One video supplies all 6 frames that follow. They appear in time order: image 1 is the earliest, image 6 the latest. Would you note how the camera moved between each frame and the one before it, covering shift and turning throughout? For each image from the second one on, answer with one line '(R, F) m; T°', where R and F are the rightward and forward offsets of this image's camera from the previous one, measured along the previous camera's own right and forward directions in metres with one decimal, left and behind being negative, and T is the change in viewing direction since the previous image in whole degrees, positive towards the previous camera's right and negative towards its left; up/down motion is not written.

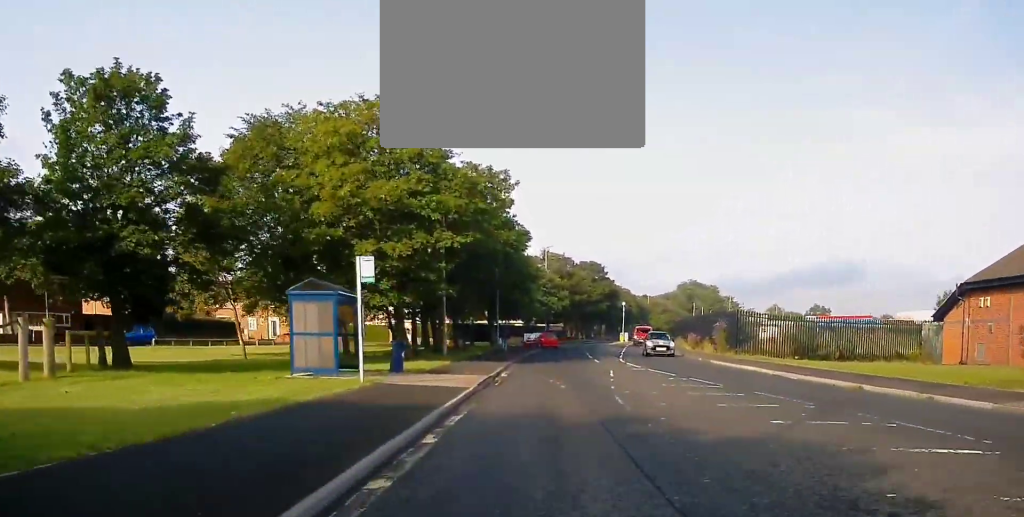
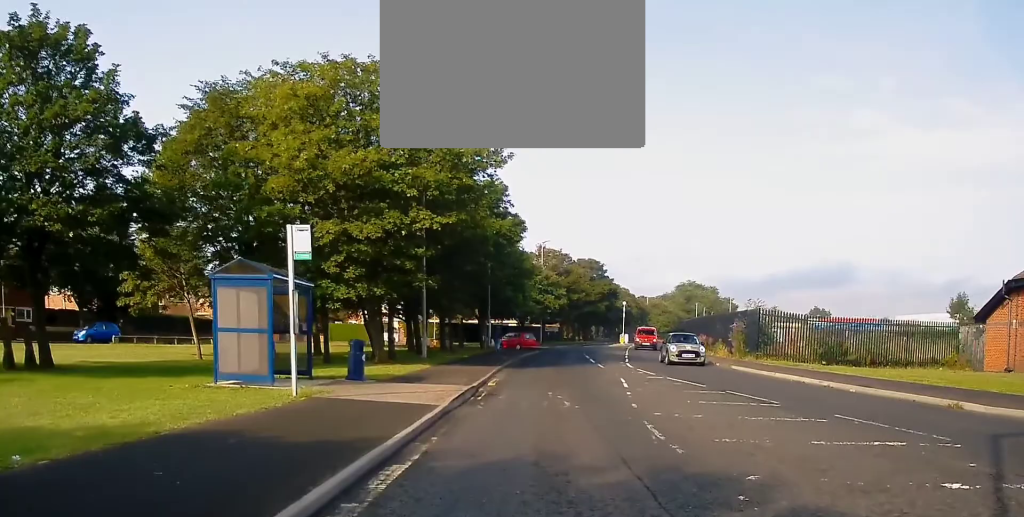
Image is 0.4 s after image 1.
(-0.2, +5.2) m; 0°
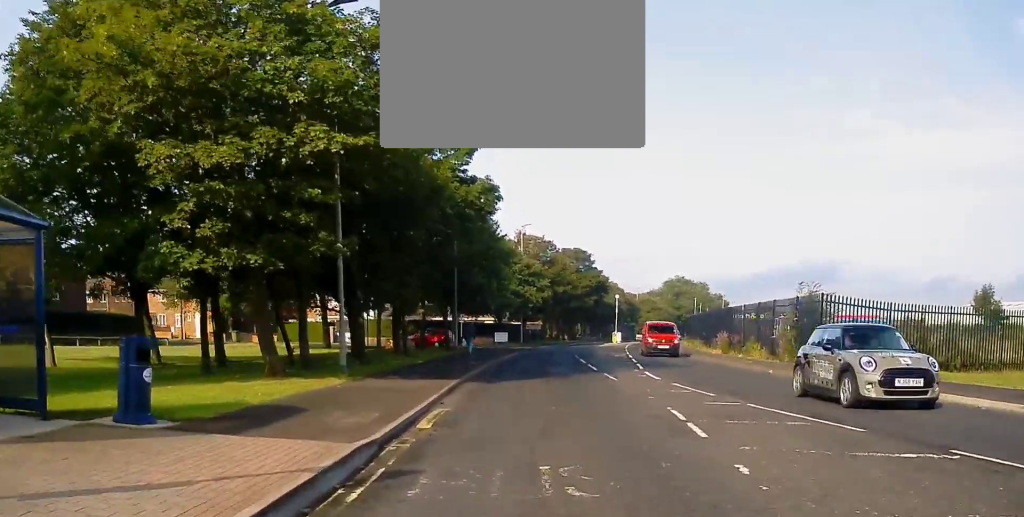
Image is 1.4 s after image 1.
(+0.4, +10.8) m; +2°
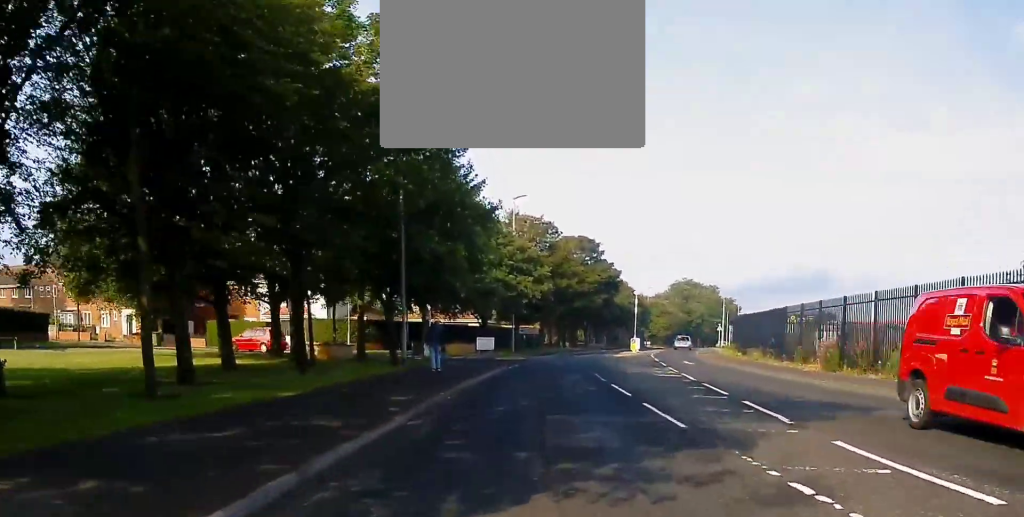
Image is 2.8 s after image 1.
(+0.1, +16.2) m; 0°
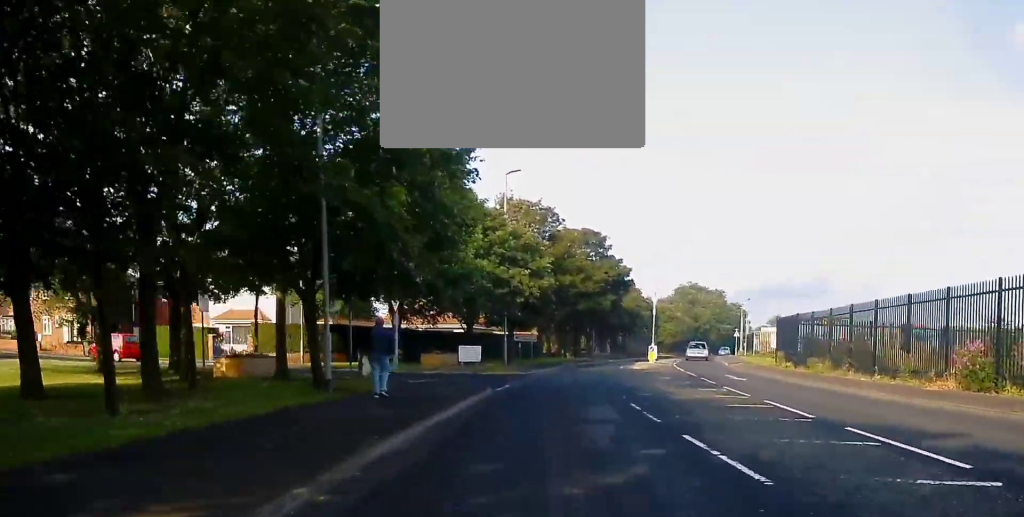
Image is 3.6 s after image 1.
(-0.1, +9.8) m; -1°
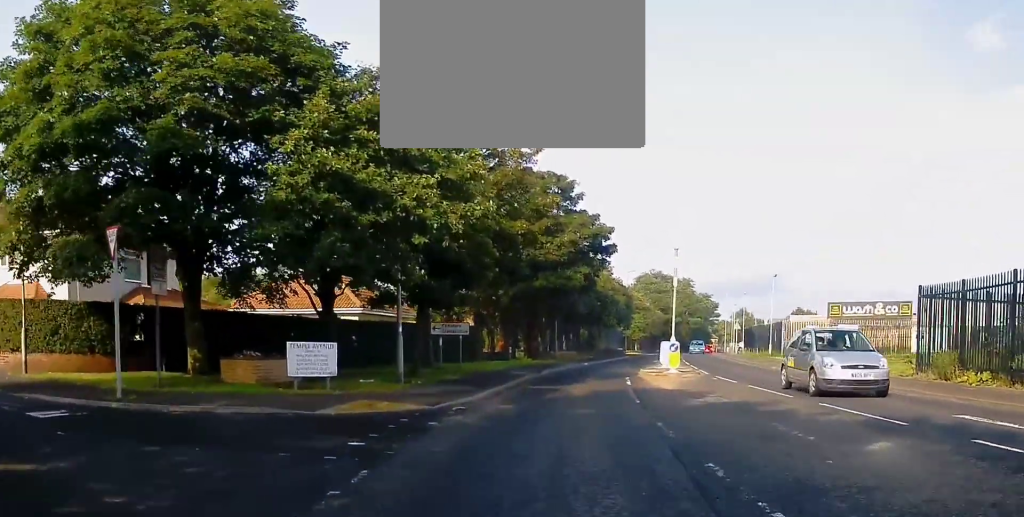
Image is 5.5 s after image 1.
(-0.1, +20.4) m; +3°
